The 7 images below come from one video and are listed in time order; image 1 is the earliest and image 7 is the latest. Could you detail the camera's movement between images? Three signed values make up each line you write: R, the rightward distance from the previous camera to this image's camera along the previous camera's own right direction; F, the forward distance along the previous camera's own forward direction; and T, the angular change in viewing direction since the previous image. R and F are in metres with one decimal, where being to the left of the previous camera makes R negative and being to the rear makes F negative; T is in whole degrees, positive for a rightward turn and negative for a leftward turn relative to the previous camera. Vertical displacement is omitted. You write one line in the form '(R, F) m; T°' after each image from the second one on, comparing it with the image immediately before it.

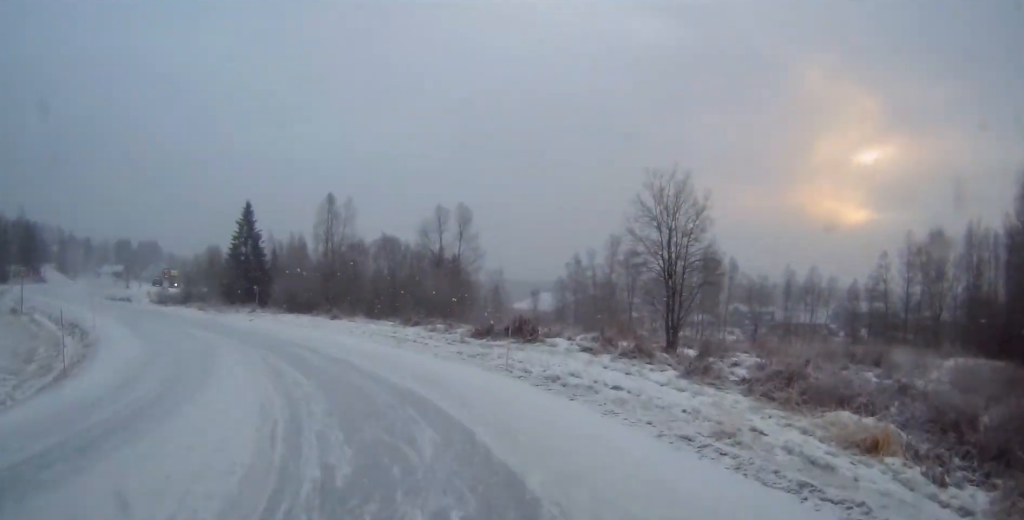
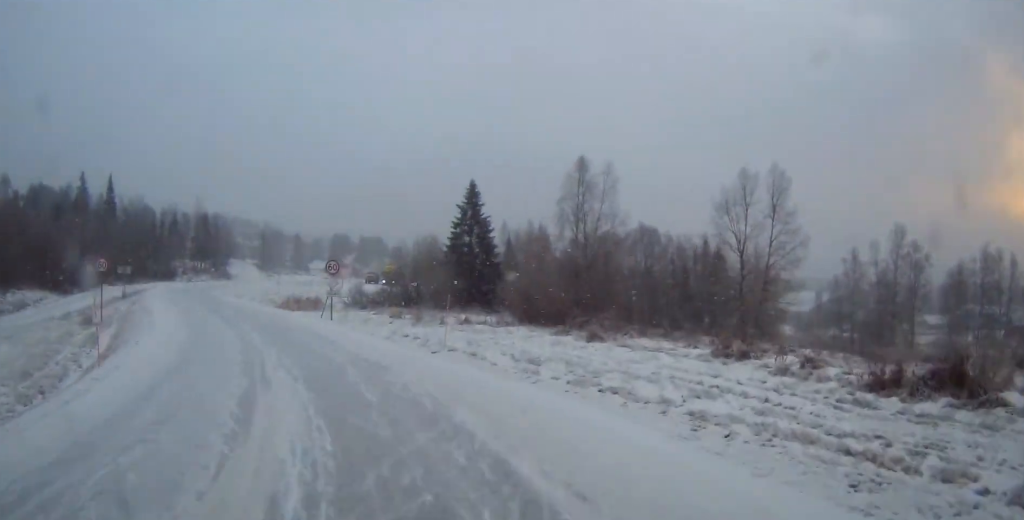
(-1.1, +15.2) m; -13°
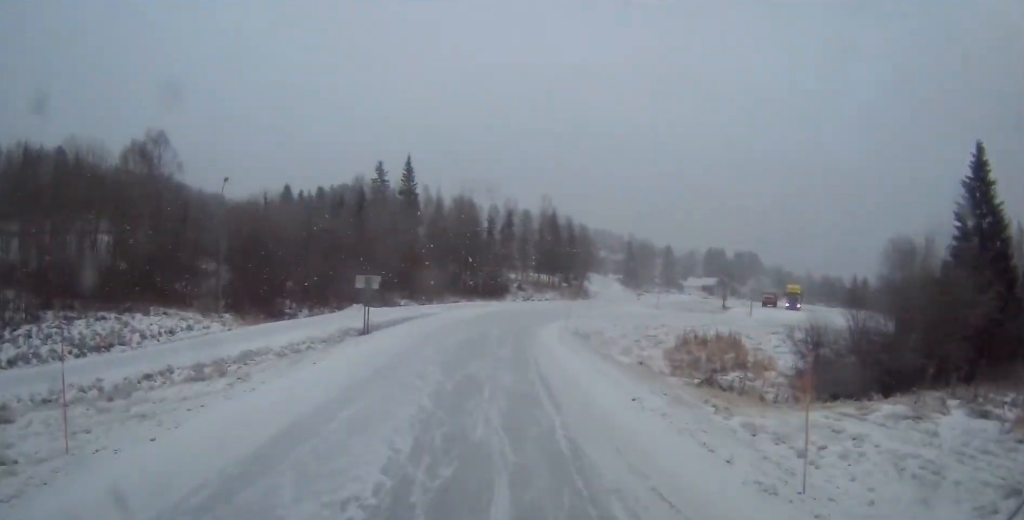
(-5.9, +26.5) m; -8°
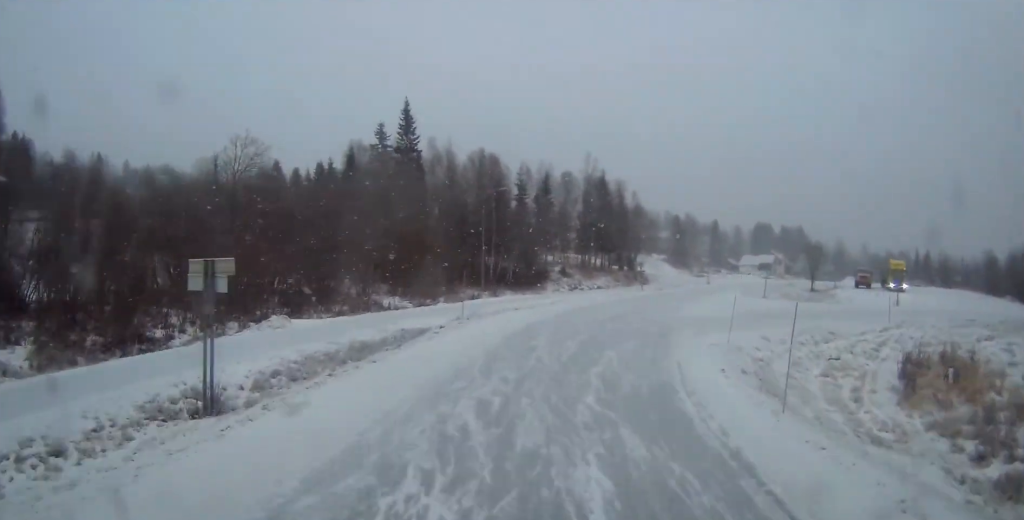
(+0.2, +18.0) m; +14°
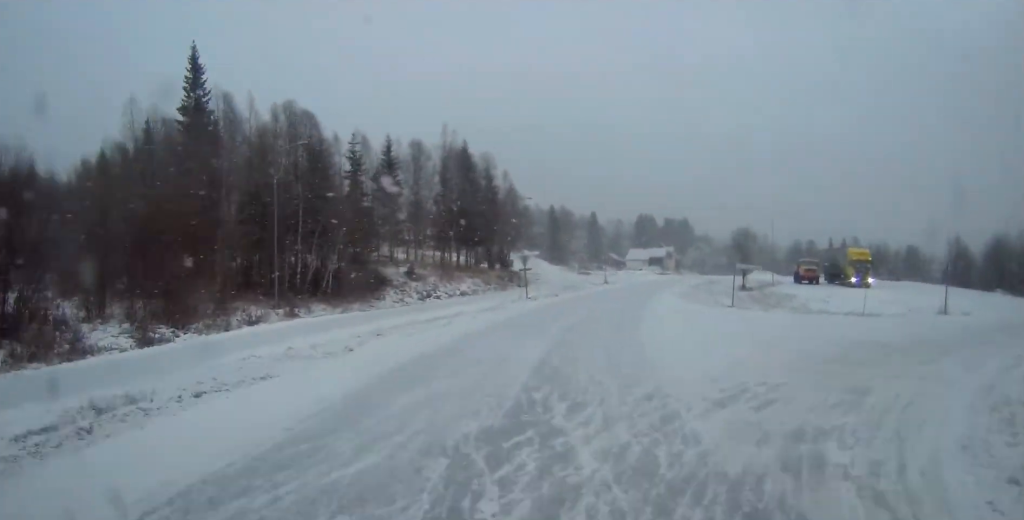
(-2.3, +18.6) m; +26°
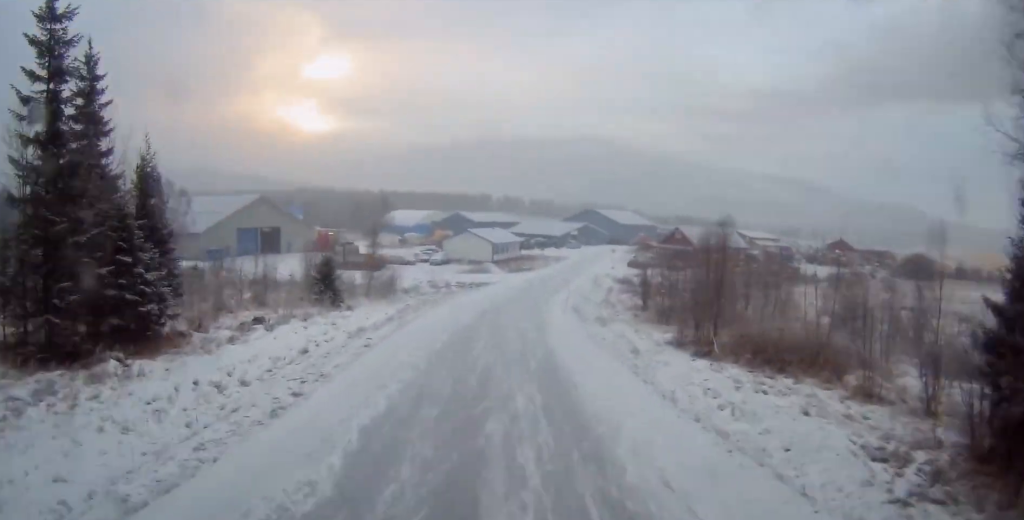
(+58.1, +54.2) m; +56°
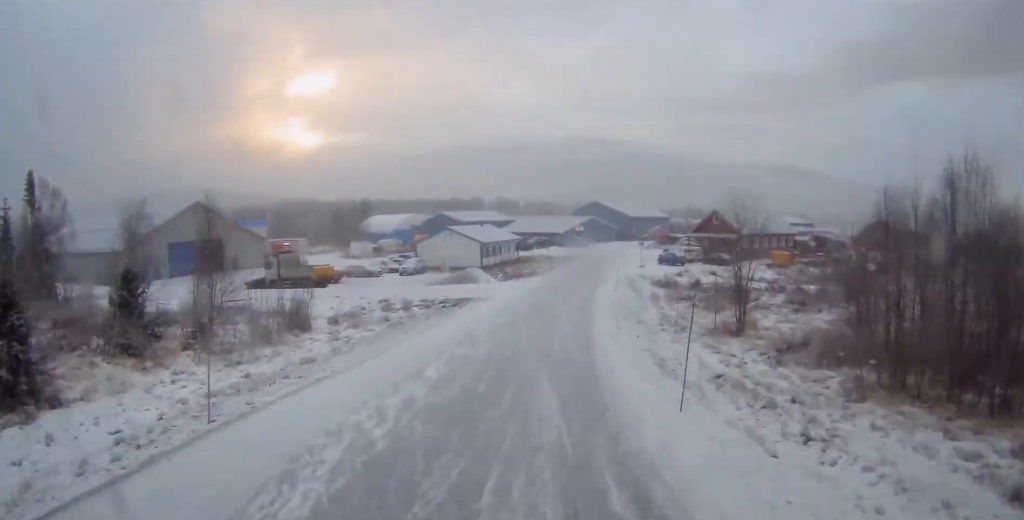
(-0.5, +21.3) m; +2°
